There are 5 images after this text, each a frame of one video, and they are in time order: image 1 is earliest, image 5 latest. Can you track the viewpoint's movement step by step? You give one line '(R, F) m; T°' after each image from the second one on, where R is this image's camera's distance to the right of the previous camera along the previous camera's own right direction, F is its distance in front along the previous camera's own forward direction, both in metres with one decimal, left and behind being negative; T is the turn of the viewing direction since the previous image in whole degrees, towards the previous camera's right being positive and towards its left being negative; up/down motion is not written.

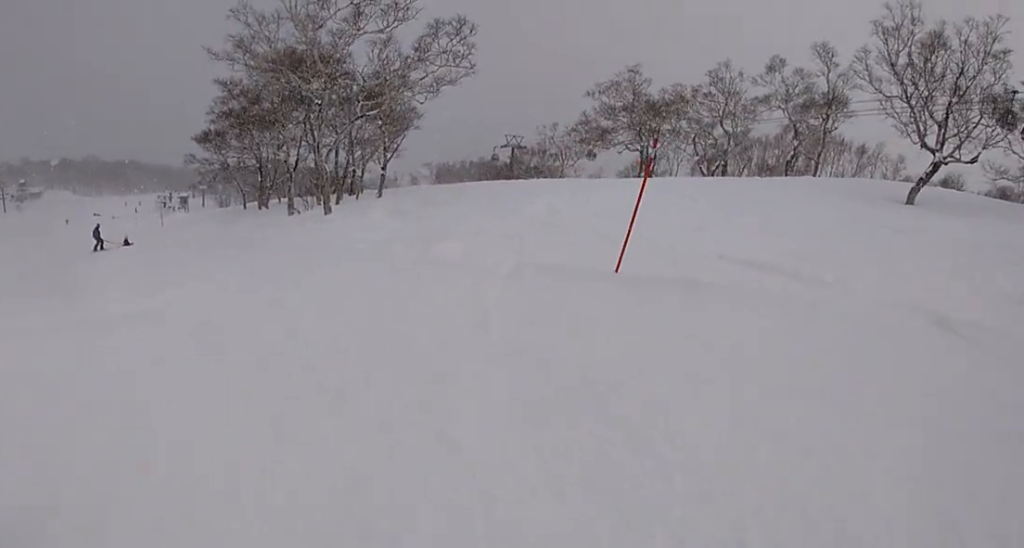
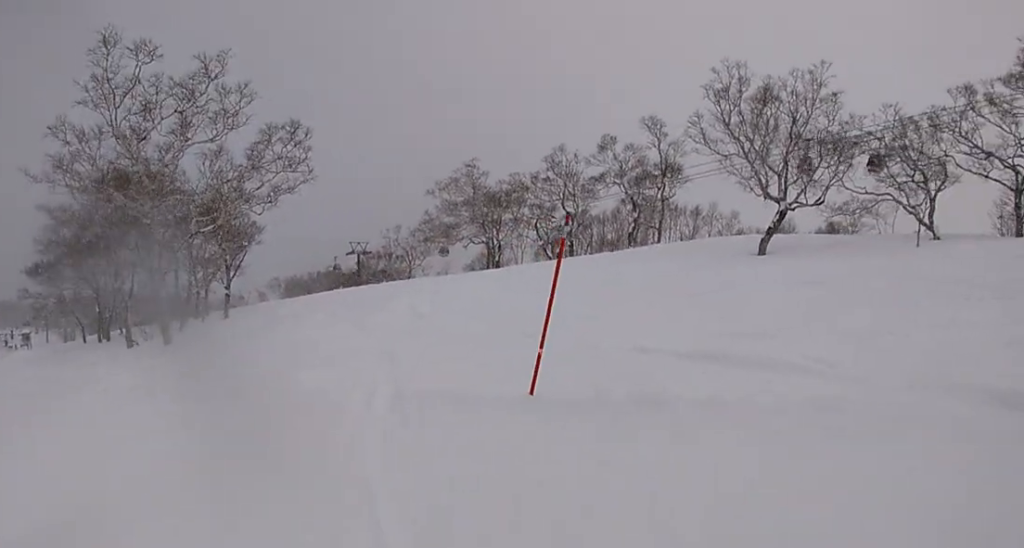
(+0.8, +2.1) m; +17°
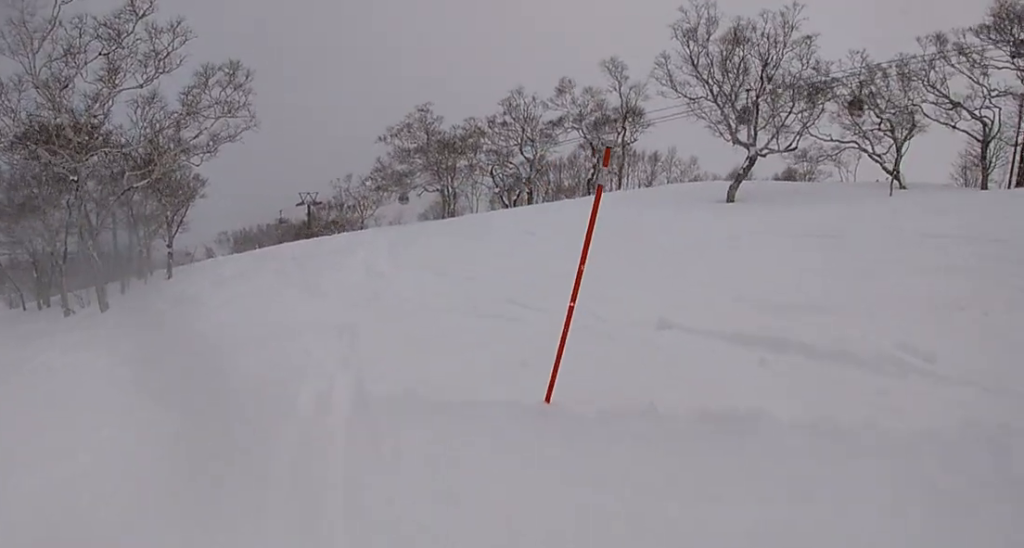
(+0.2, +2.1) m; -3°
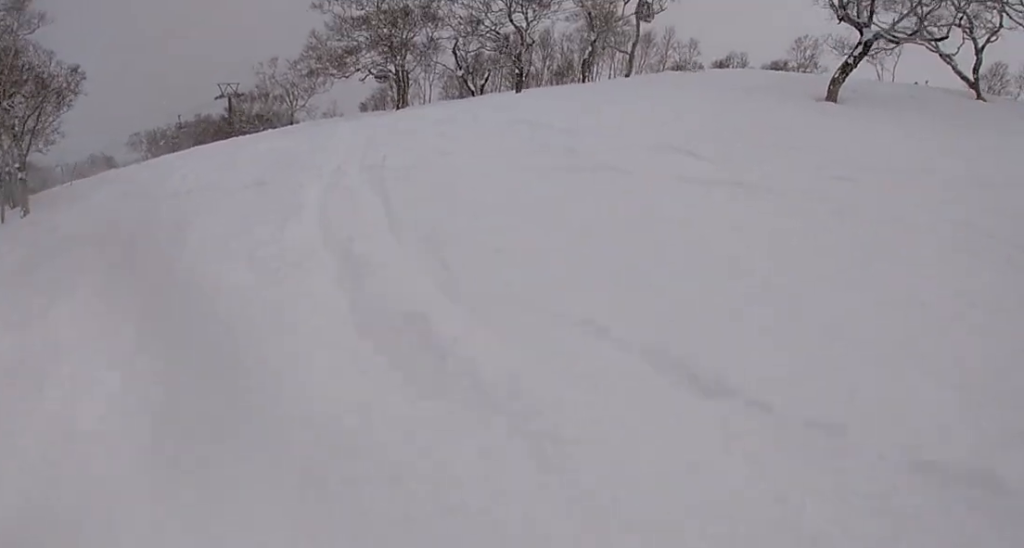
(-3.8, +10.8) m; -6°
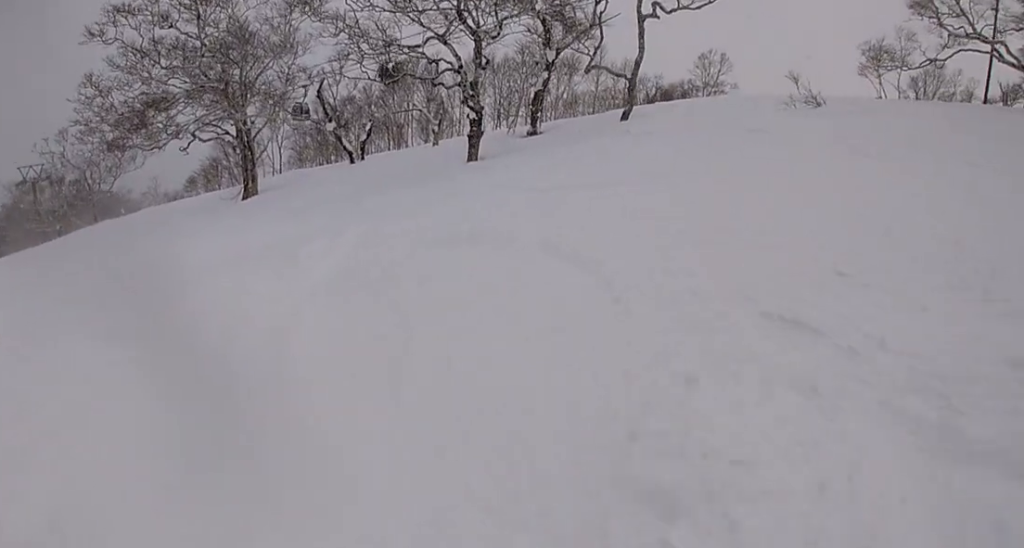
(+1.6, +15.3) m; +17°
